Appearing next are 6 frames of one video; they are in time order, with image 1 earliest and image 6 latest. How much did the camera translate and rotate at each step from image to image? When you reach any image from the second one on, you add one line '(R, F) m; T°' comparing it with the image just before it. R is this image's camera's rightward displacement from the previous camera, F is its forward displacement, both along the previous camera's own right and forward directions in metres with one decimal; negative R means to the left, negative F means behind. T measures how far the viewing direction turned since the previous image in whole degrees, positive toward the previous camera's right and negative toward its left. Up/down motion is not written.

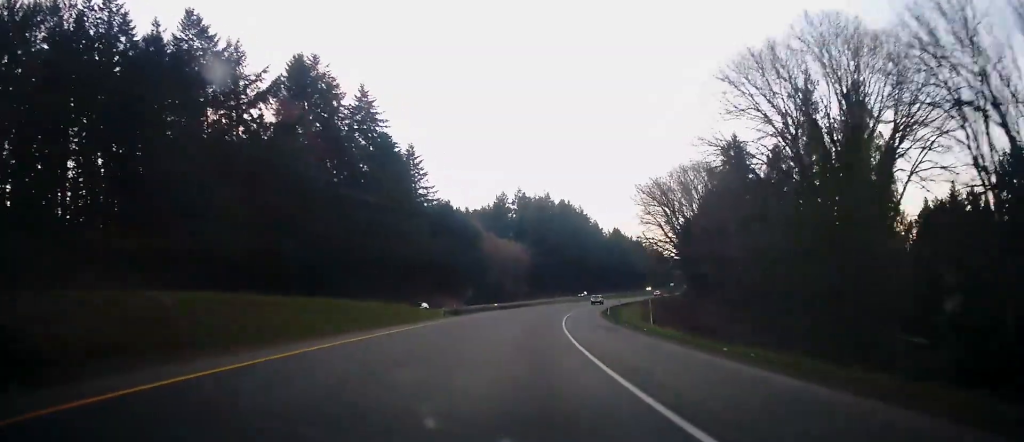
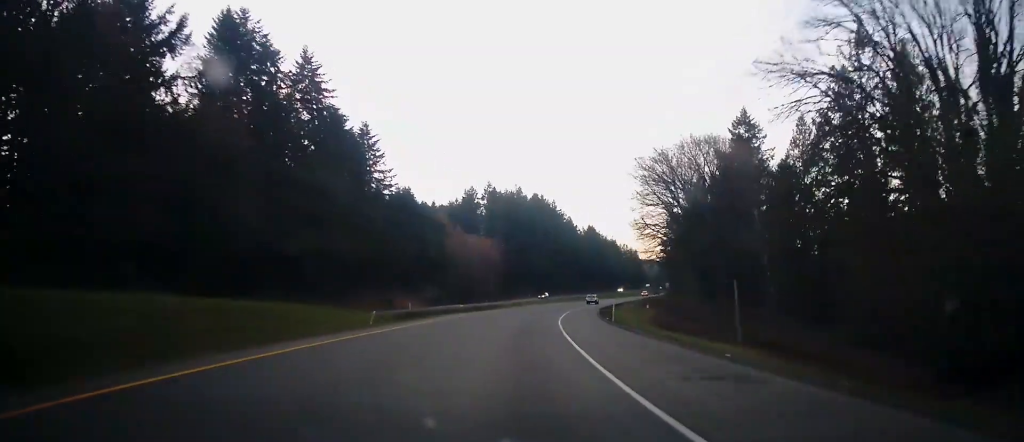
(+0.9, +15.4) m; +3°
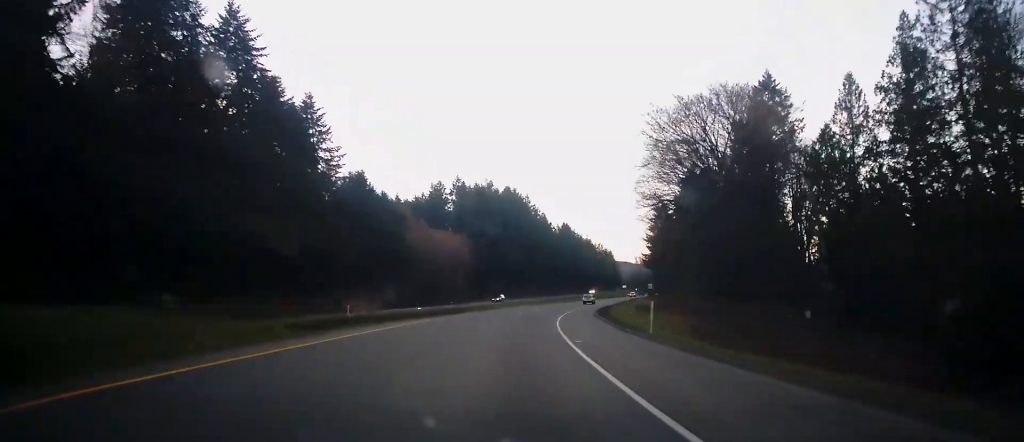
(+0.5, +16.3) m; +3°
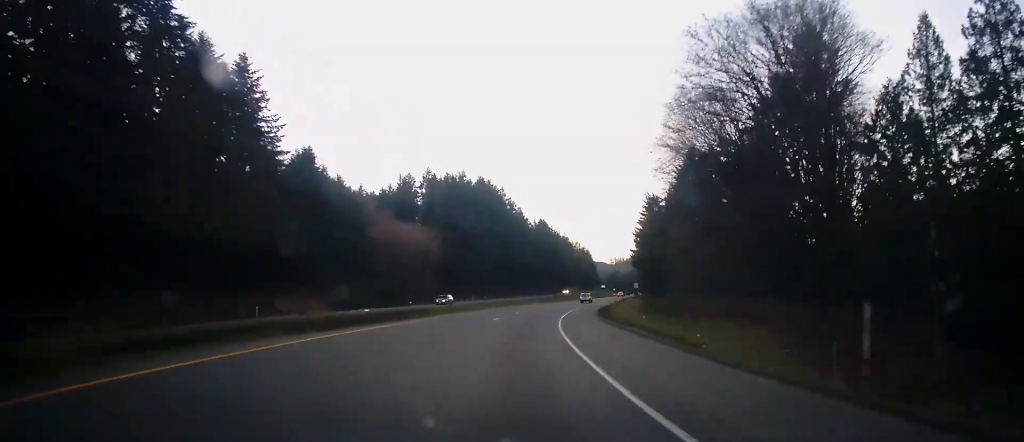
(+0.1, +15.7) m; +2°
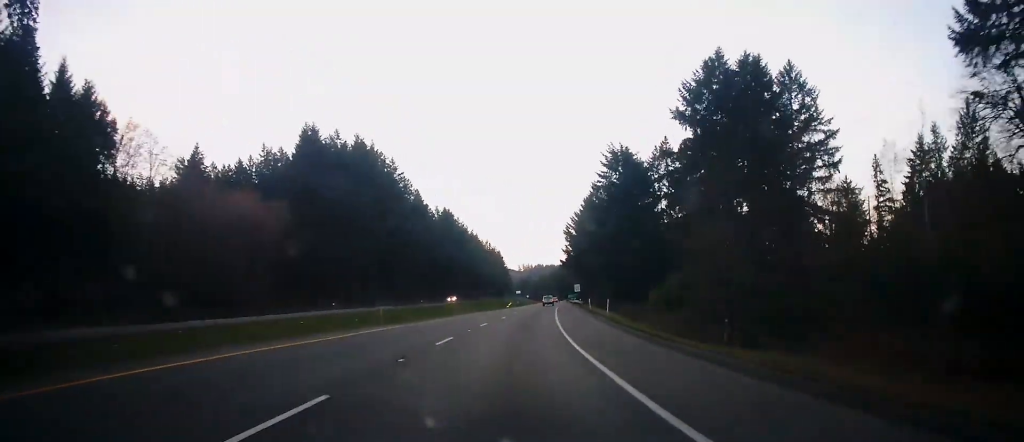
(+4.0, +52.3) m; +10°
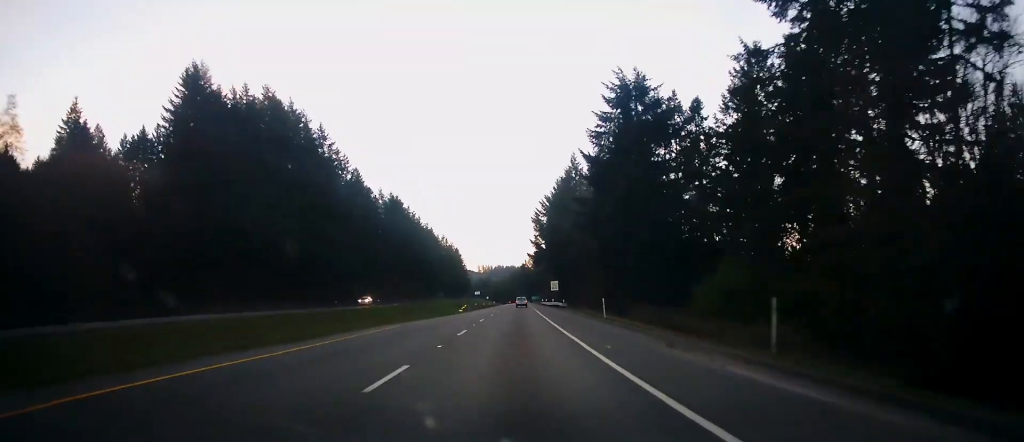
(+1.5, +32.0) m; +5°
